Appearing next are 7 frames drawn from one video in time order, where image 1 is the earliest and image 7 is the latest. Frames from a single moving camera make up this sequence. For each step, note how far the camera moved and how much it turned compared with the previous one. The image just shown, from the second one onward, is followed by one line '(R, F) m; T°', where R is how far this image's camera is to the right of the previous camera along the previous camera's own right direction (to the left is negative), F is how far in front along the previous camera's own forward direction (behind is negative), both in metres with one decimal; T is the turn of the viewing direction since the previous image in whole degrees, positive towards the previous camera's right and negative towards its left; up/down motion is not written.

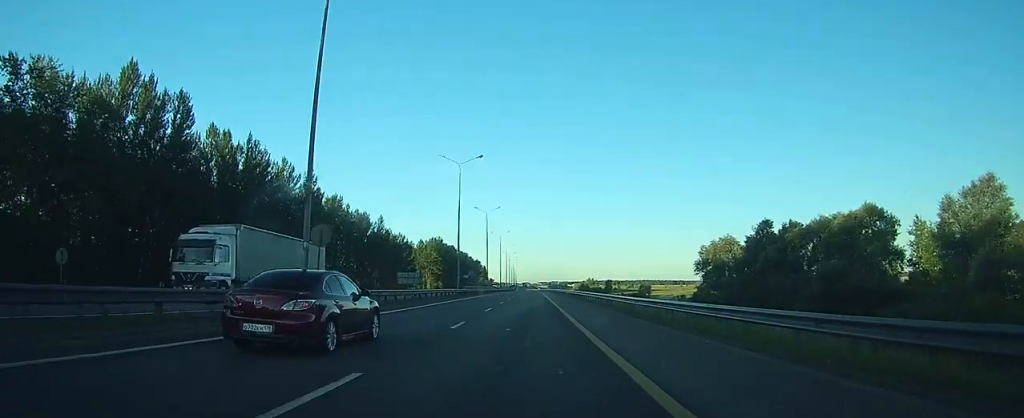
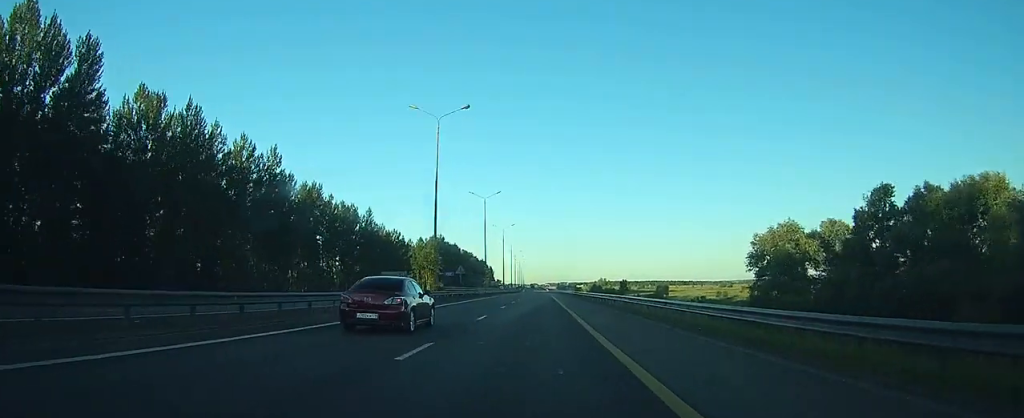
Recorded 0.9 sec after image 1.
(0.0, +19.9) m; 0°
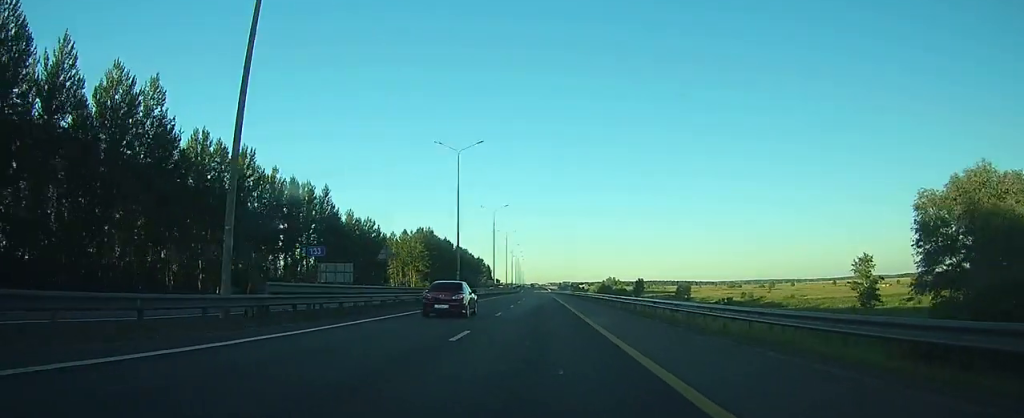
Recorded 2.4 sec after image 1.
(0.0, +33.0) m; 0°
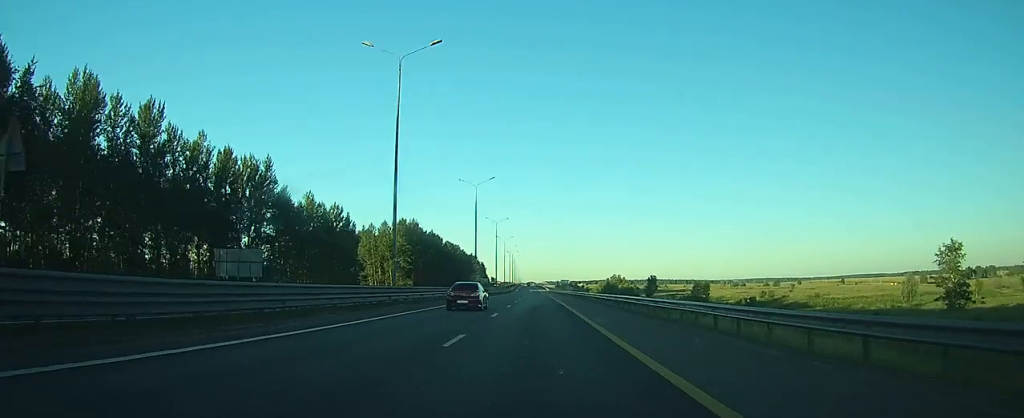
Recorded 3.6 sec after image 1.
(0.0, +25.7) m; 0°
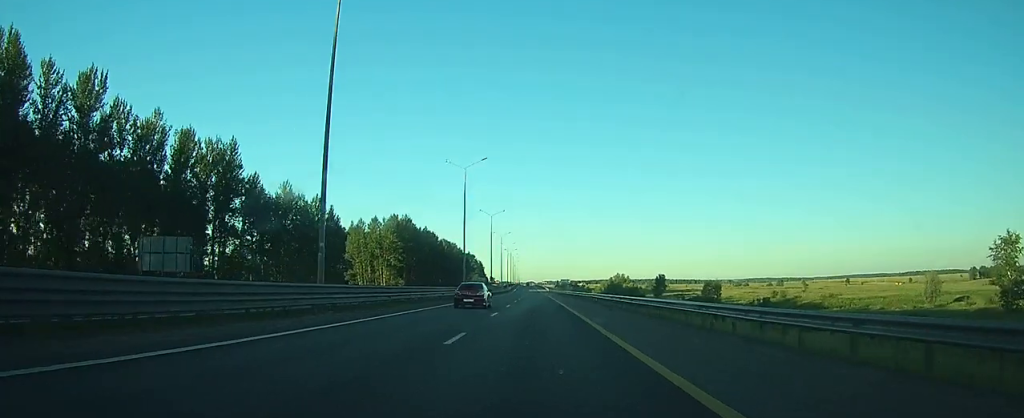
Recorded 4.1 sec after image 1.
(-0.1, +11.8) m; 0°
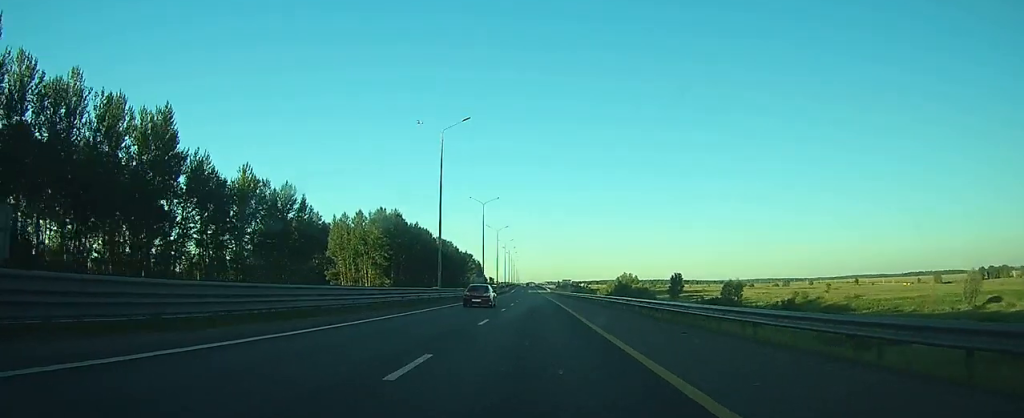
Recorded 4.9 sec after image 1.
(+0.1, +17.1) m; 0°
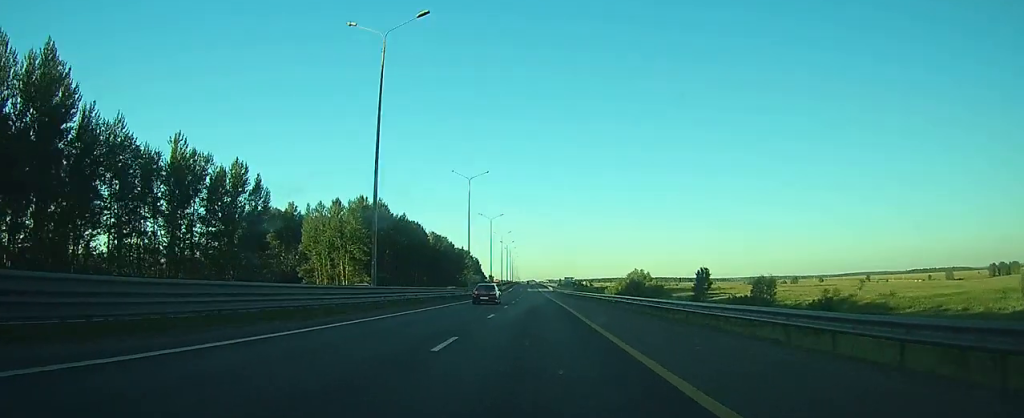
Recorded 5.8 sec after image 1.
(+0.1, +20.9) m; 0°
